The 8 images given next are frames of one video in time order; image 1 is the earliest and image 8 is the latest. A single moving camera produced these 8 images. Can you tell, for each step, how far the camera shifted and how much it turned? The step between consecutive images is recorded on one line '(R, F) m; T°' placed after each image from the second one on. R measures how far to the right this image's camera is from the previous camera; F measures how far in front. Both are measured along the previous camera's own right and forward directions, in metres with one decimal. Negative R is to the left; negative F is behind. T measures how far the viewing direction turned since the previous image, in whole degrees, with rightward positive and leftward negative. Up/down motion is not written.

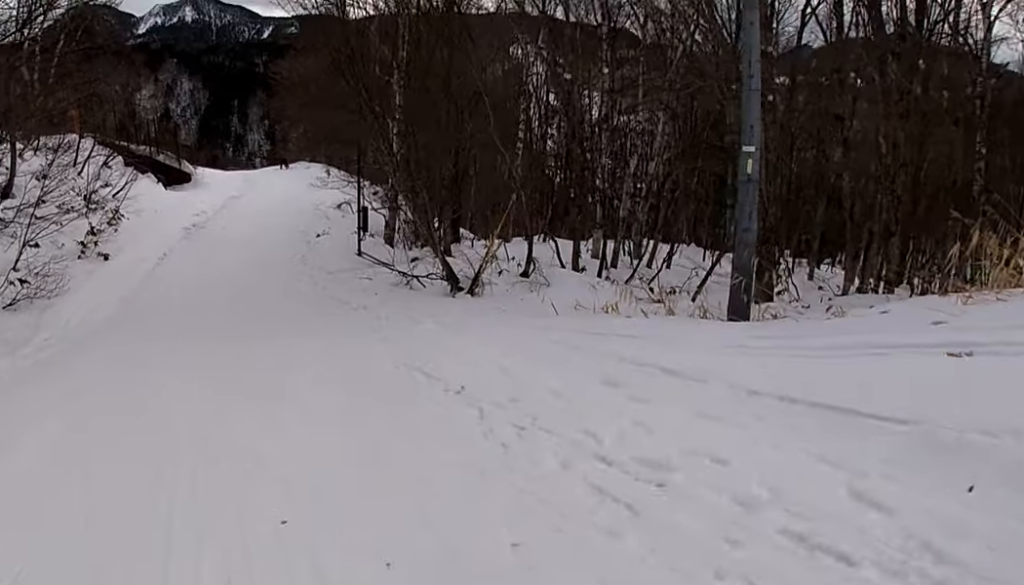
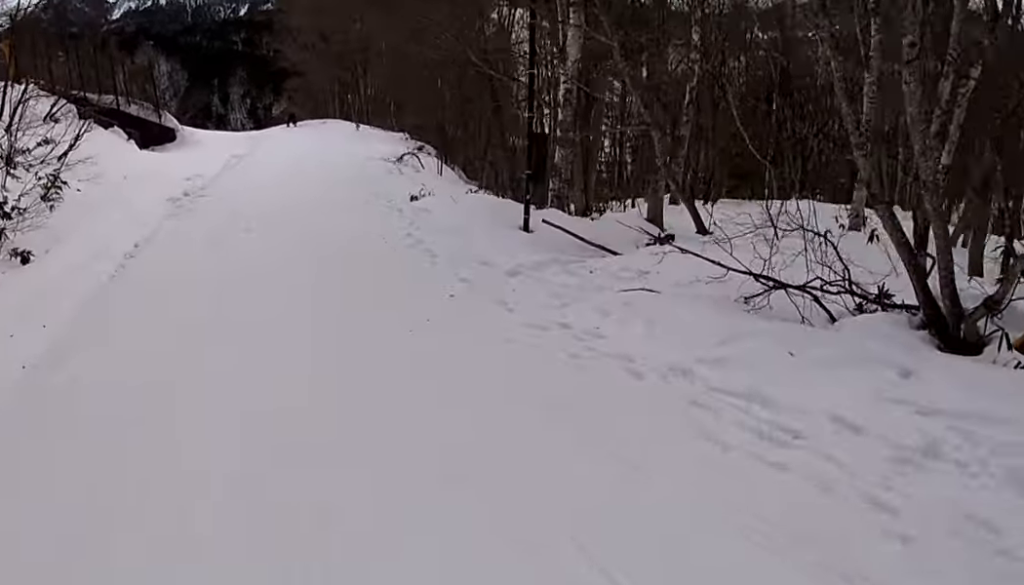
(+0.5, +13.0) m; +9°
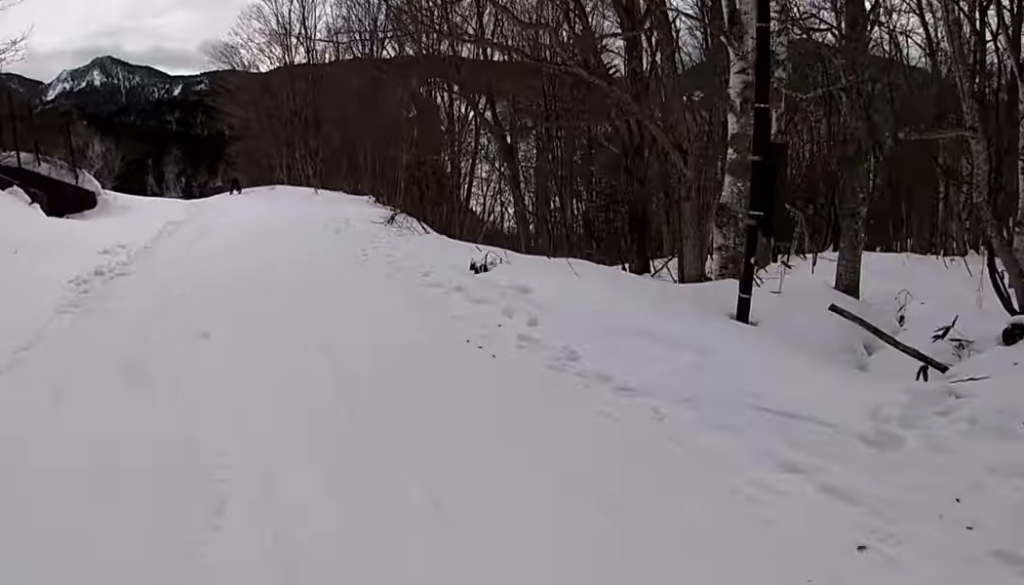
(+0.6, +5.5) m; +4°
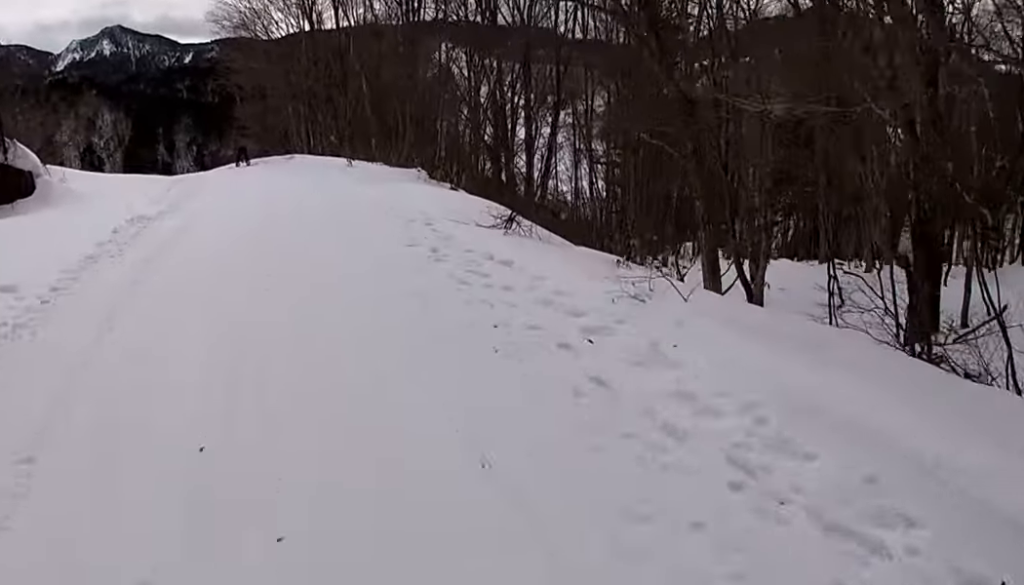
(-0.2, +6.9) m; -1°
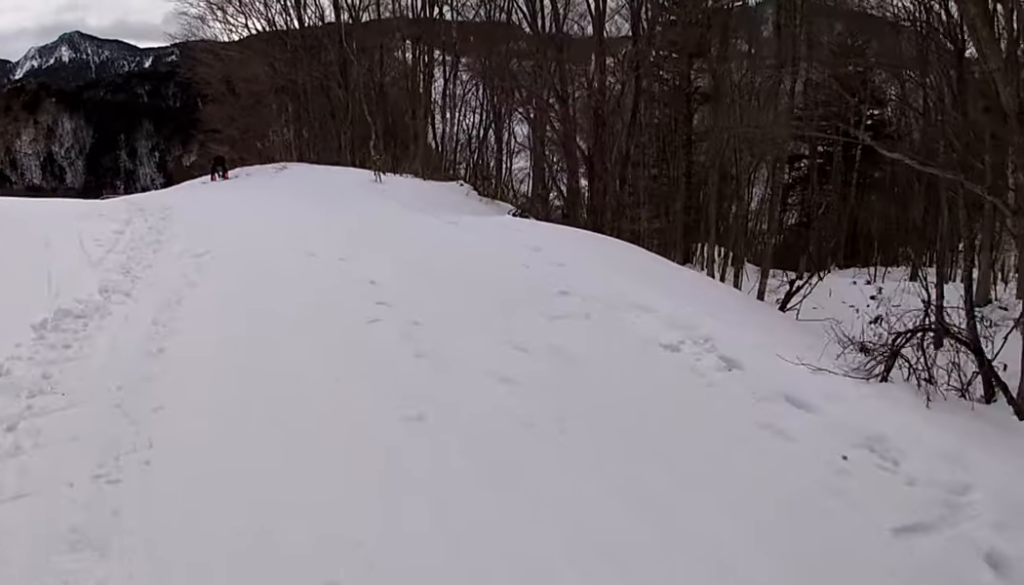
(+0.4, +6.1) m; +8°
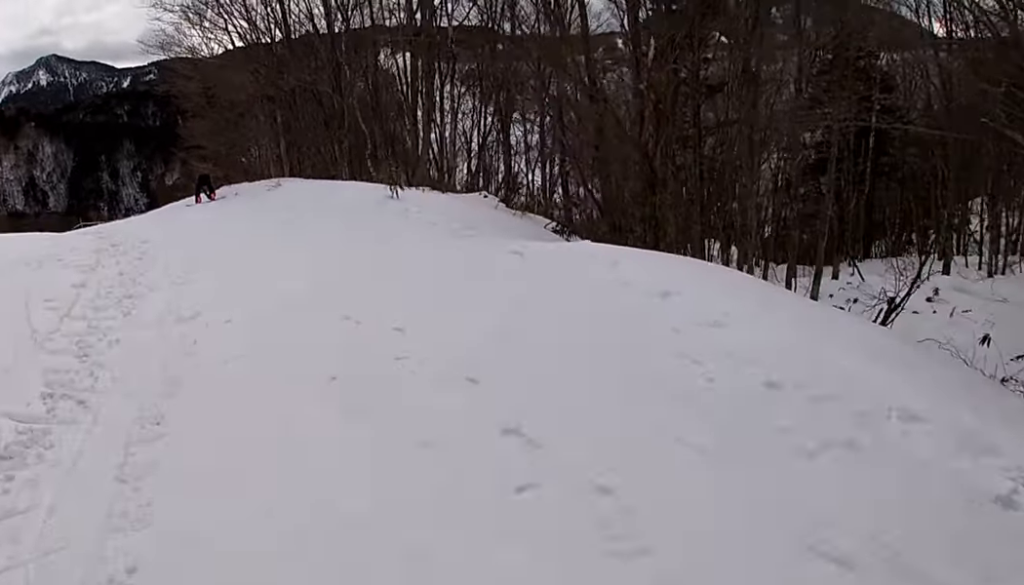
(+0.1, +2.5) m; -3°
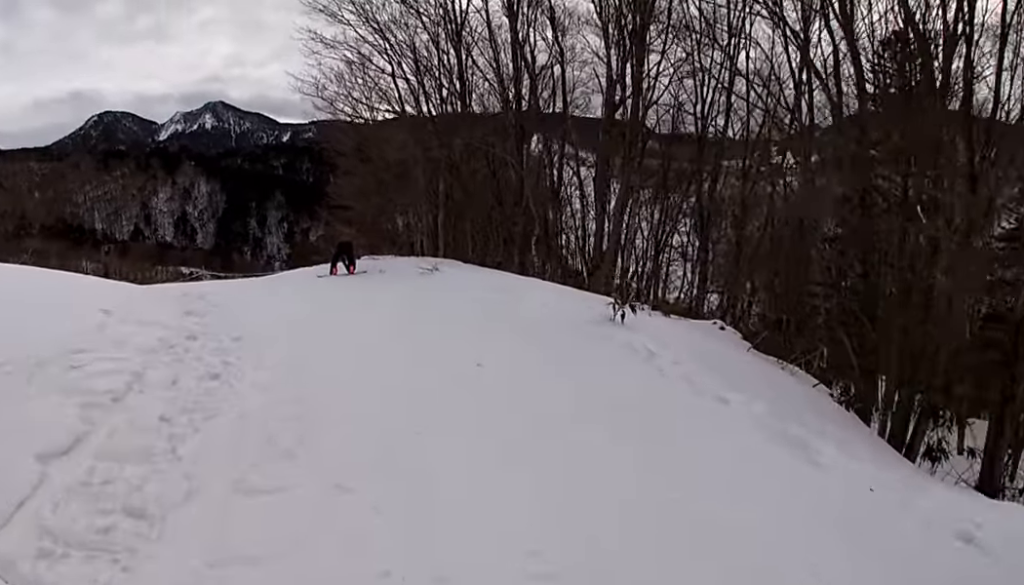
(-0.4, +4.2) m; -13°
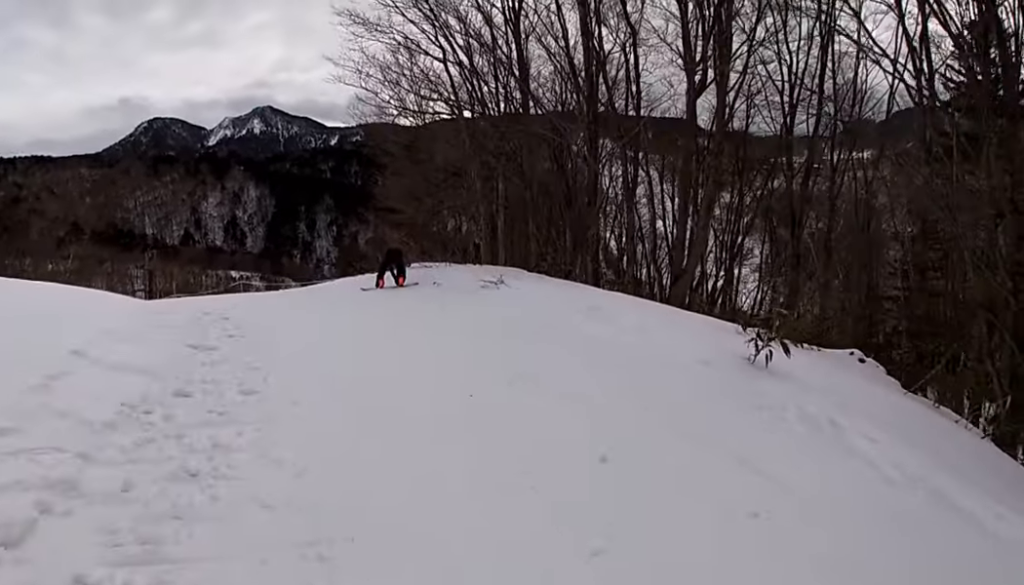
(-0.7, +2.1) m; -3°
